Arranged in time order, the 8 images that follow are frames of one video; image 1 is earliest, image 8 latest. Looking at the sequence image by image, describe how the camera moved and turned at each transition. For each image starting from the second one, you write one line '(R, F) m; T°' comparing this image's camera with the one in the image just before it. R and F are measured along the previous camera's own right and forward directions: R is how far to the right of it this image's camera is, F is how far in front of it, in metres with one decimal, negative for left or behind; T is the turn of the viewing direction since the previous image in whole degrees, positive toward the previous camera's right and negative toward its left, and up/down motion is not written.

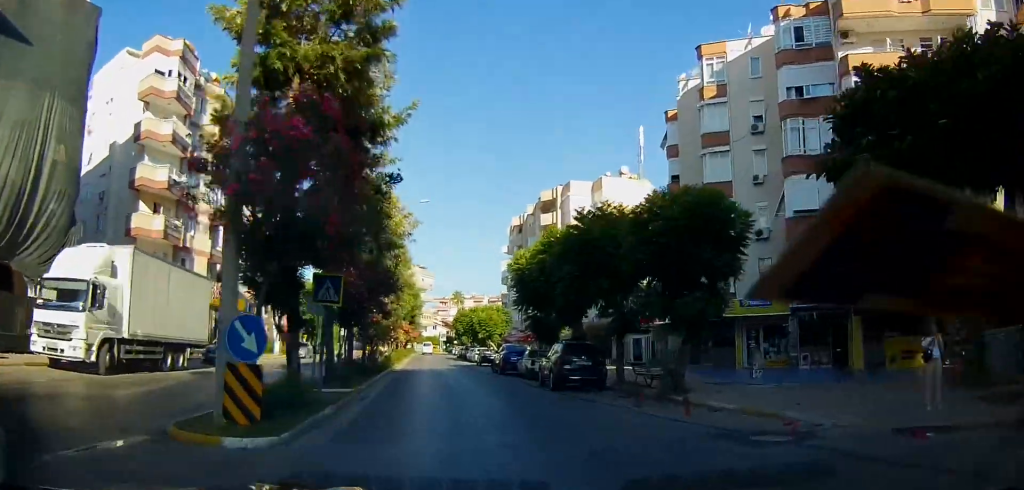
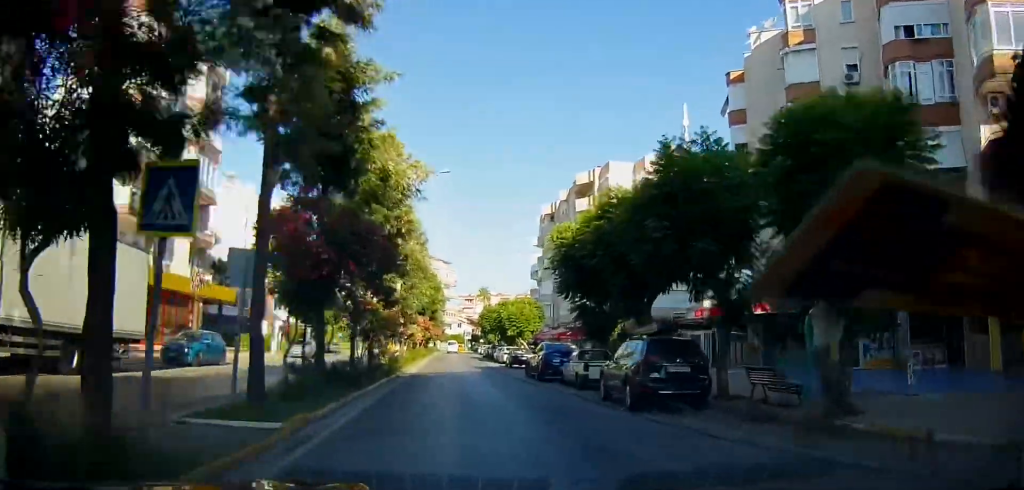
(-0.2, +6.4) m; -4°
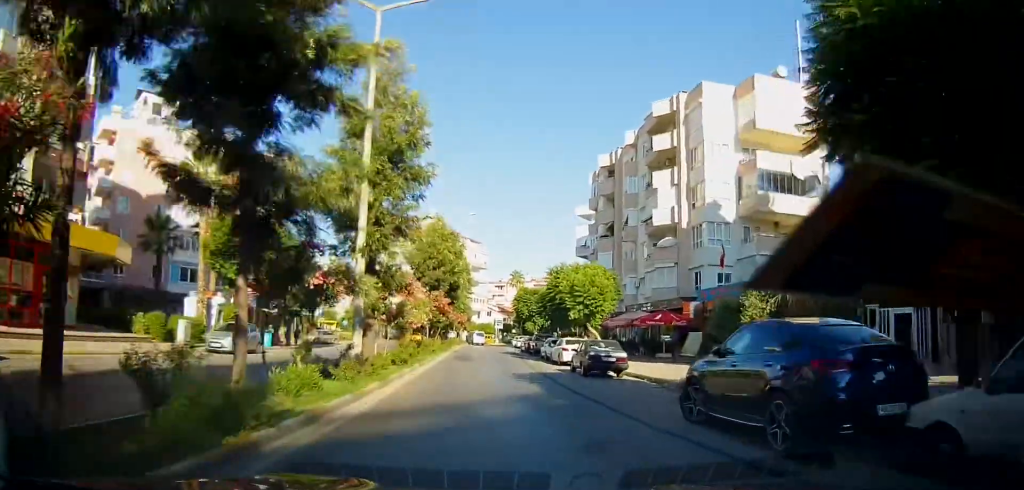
(-0.8, +17.0) m; -5°
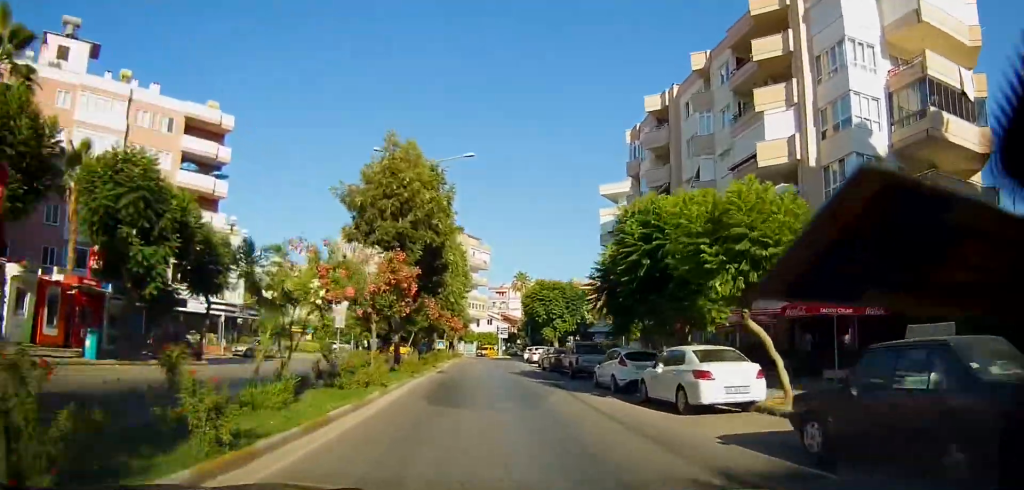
(-0.9, +17.1) m; -2°
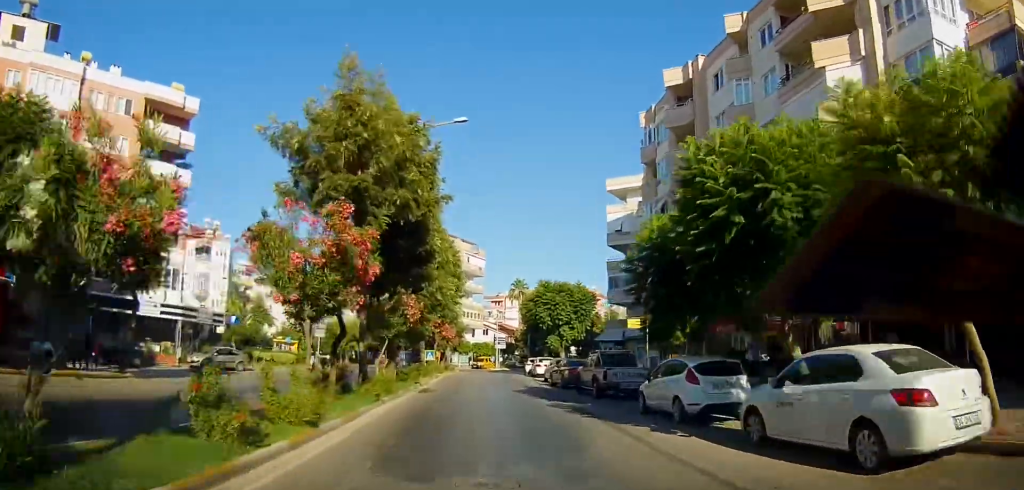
(-0.1, +6.0) m; +2°
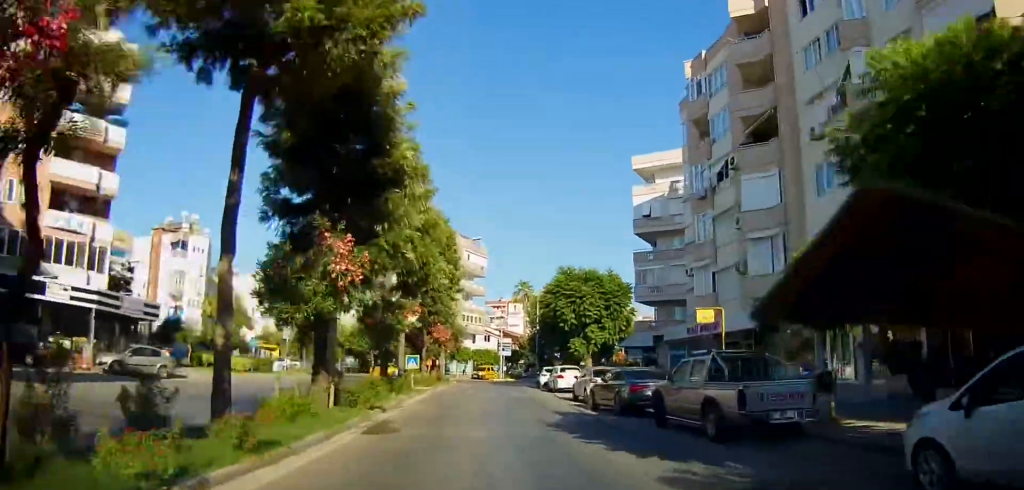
(+0.5, +9.6) m; +1°
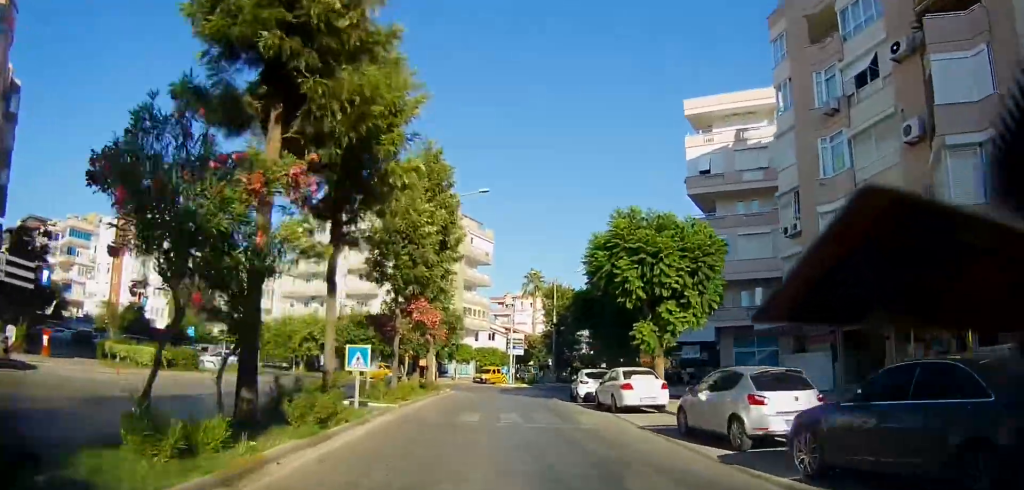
(-0.3, +12.1) m; -2°
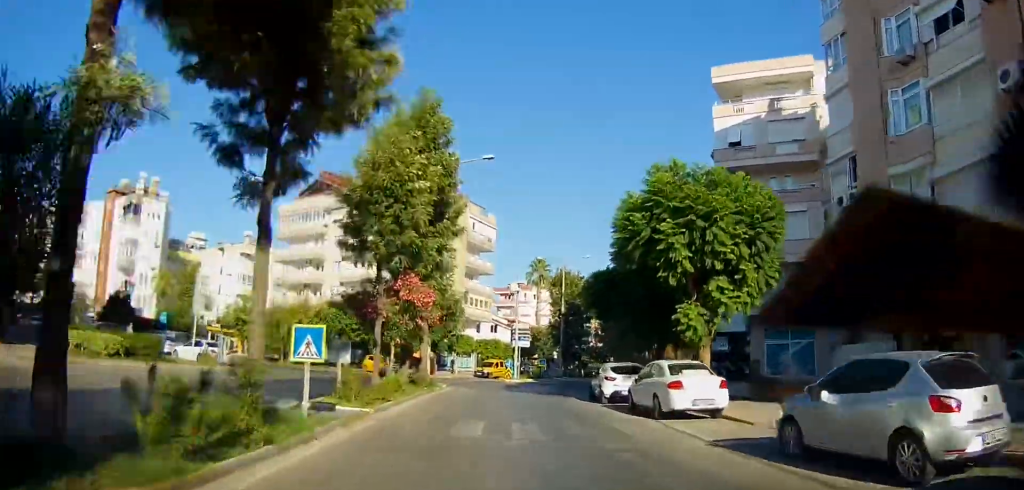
(0.0, +4.2) m; -1°
